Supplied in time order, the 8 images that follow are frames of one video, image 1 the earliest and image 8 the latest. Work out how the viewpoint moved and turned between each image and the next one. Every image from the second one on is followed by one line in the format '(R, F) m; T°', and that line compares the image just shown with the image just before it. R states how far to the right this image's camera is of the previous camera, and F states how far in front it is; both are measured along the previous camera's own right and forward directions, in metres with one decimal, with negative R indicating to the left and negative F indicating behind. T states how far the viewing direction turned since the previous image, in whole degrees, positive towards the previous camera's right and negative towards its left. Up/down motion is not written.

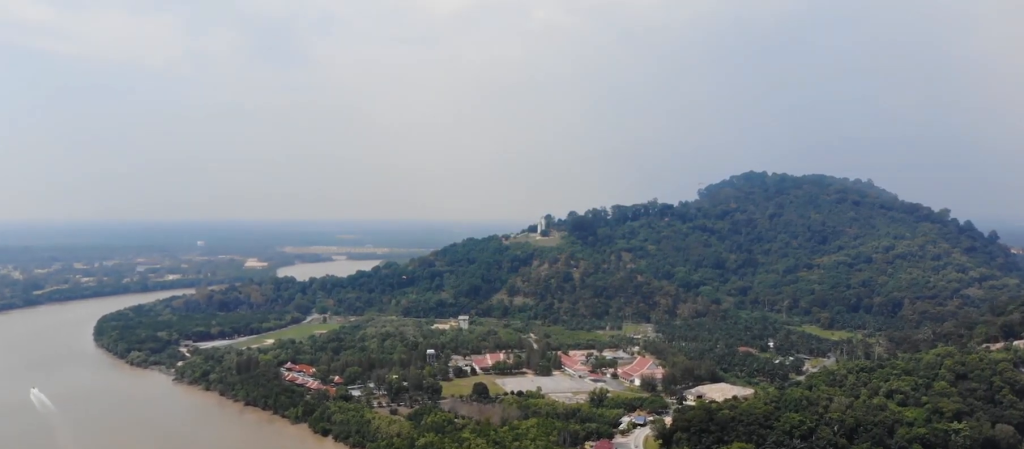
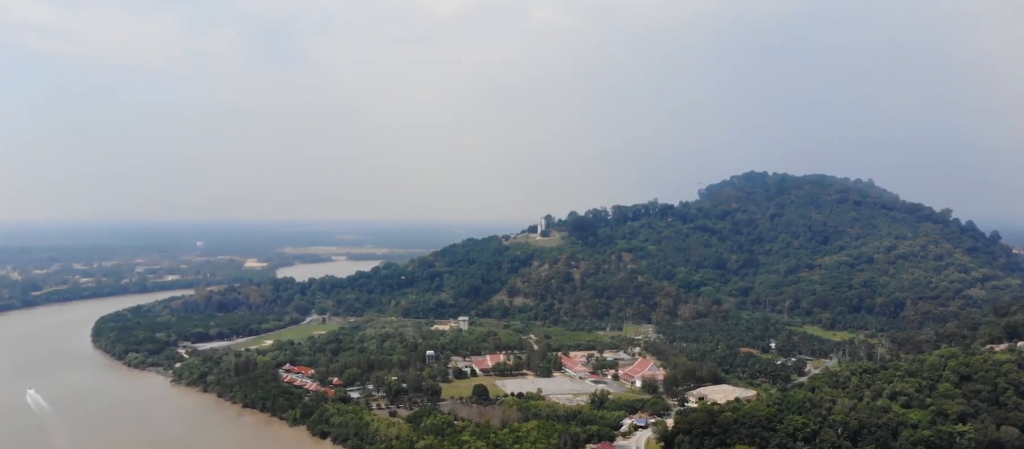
(0.0, +5.6) m; 0°
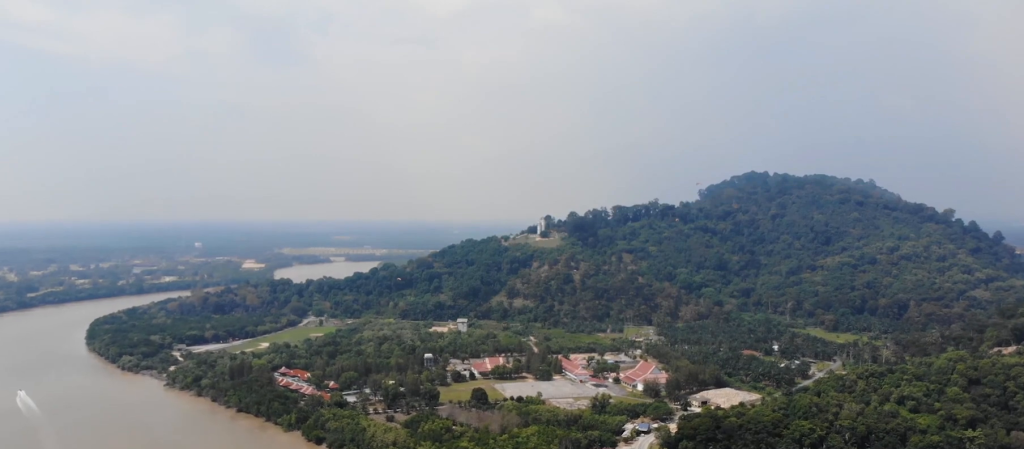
(0.0, +12.5) m; 0°
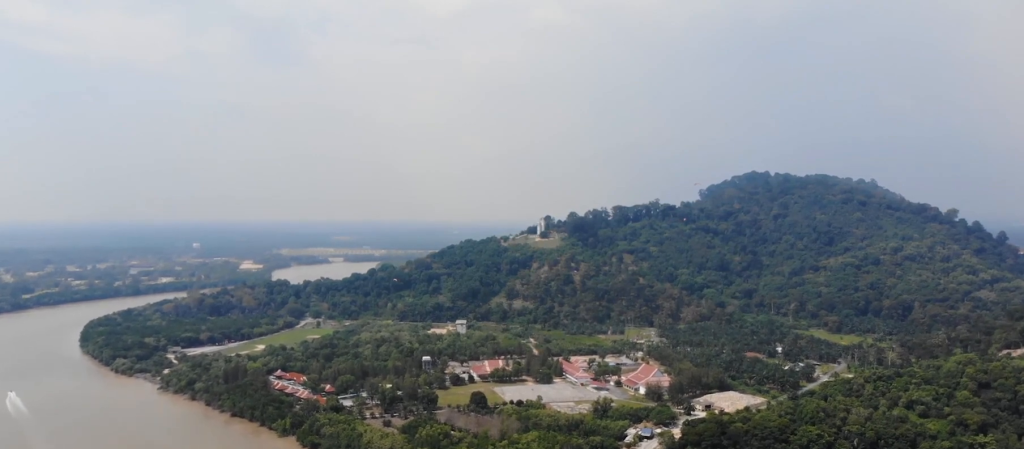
(0.0, +13.3) m; 0°
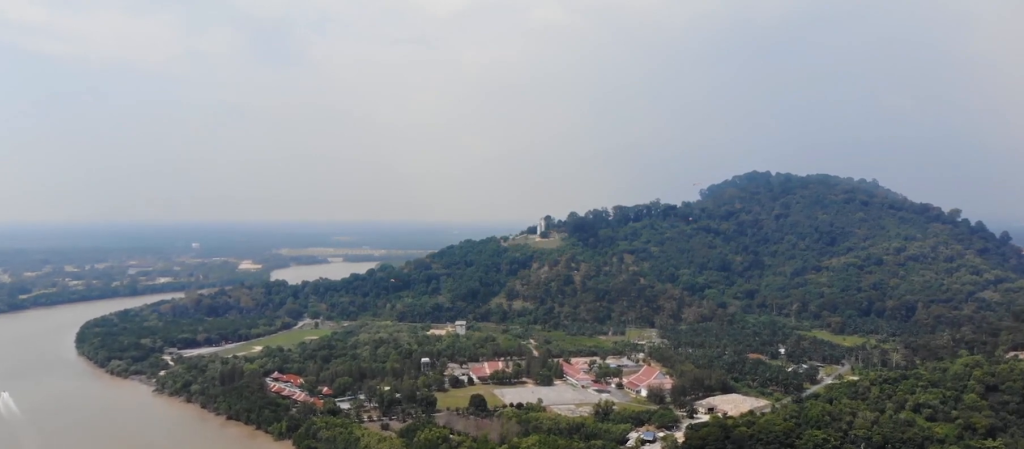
(0.0, +9.9) m; 0°
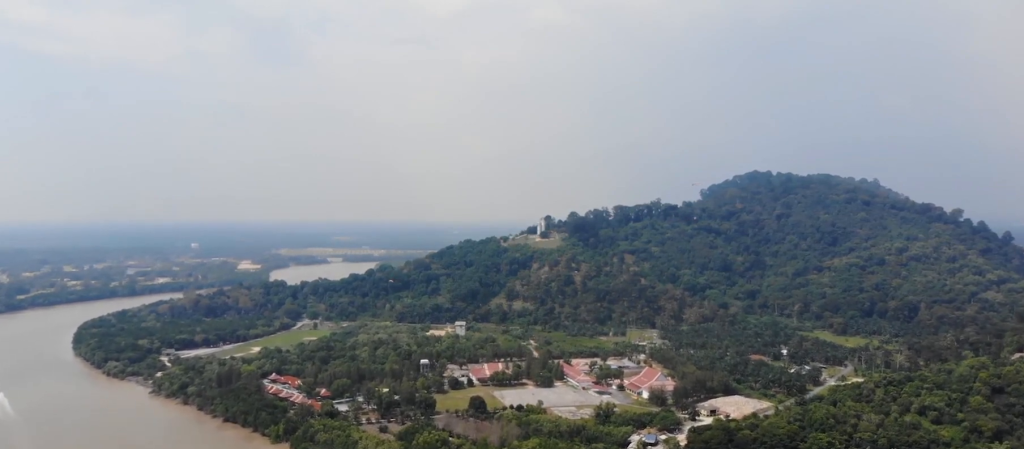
(0.0, +7.3) m; 0°
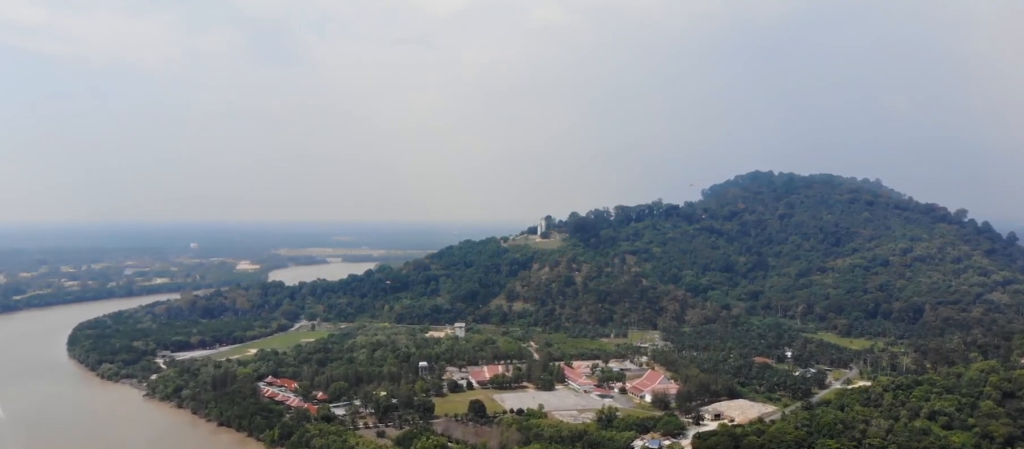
(0.0, +12.4) m; 0°
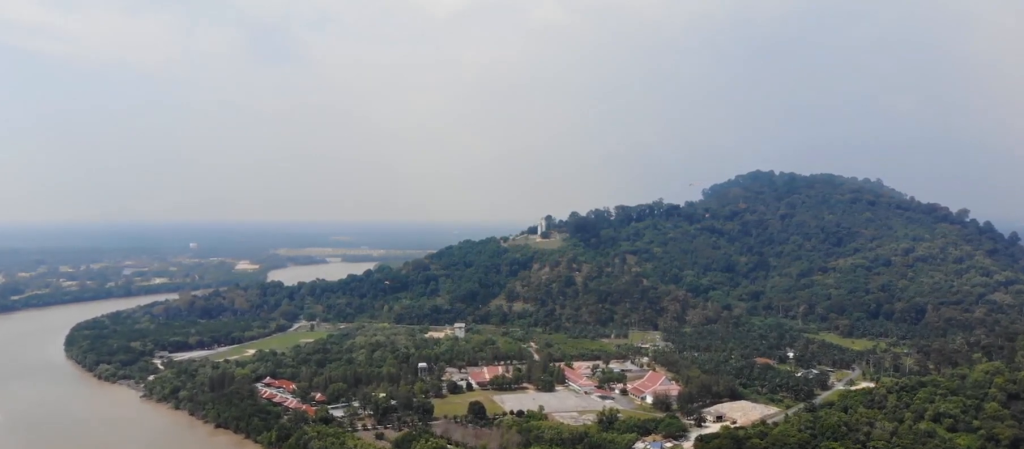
(0.0, +6.0) m; 0°
